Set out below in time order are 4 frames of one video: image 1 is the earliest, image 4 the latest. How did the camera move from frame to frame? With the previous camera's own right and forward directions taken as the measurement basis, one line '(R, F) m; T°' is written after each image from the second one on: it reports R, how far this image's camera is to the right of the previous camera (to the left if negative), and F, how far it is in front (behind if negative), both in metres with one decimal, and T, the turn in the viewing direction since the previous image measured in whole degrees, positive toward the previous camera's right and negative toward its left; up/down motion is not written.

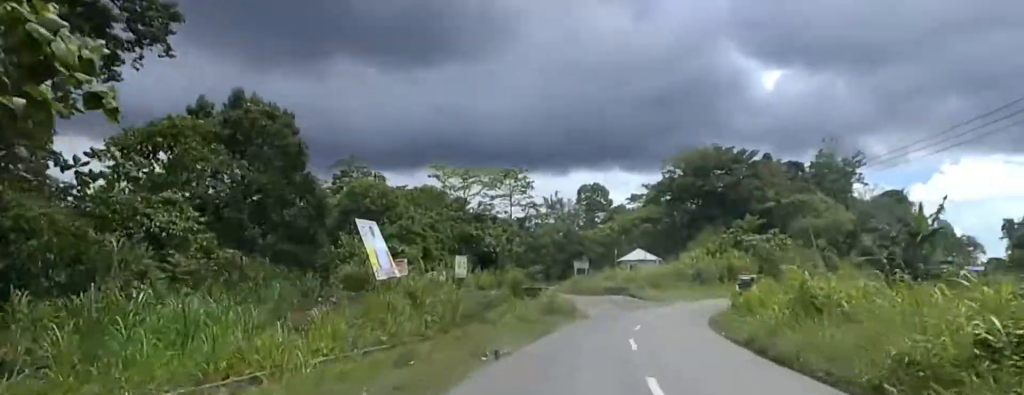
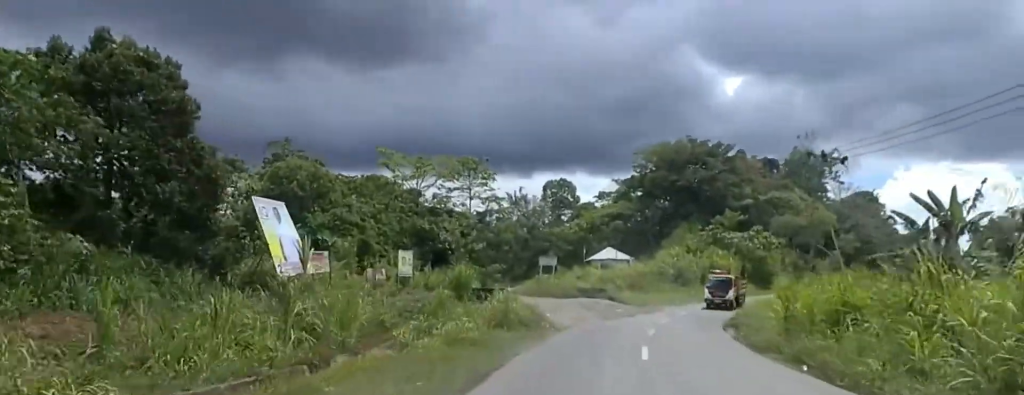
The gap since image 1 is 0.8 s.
(+0.6, +8.8) m; +5°
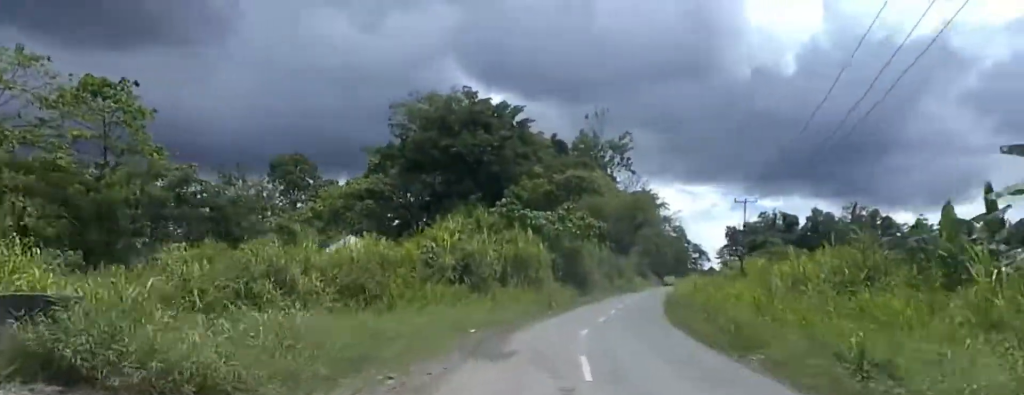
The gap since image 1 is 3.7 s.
(+7.2, +33.3) m; +23°
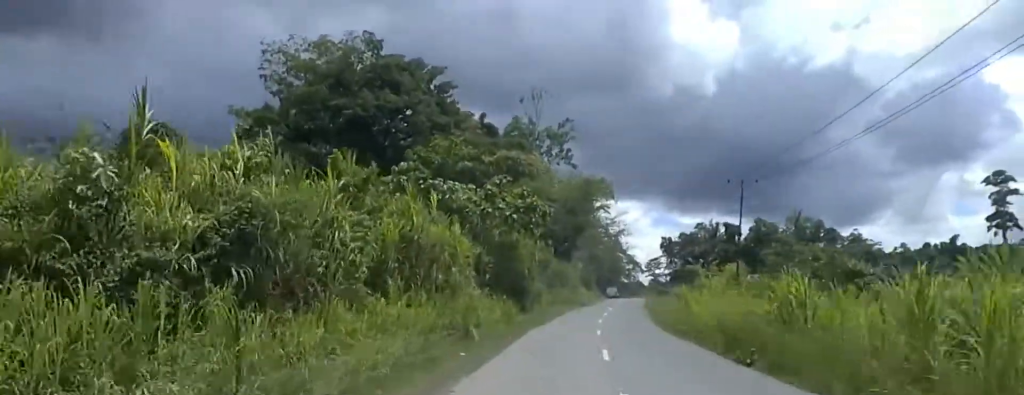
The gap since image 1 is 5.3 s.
(+0.1, +16.1) m; +1°
